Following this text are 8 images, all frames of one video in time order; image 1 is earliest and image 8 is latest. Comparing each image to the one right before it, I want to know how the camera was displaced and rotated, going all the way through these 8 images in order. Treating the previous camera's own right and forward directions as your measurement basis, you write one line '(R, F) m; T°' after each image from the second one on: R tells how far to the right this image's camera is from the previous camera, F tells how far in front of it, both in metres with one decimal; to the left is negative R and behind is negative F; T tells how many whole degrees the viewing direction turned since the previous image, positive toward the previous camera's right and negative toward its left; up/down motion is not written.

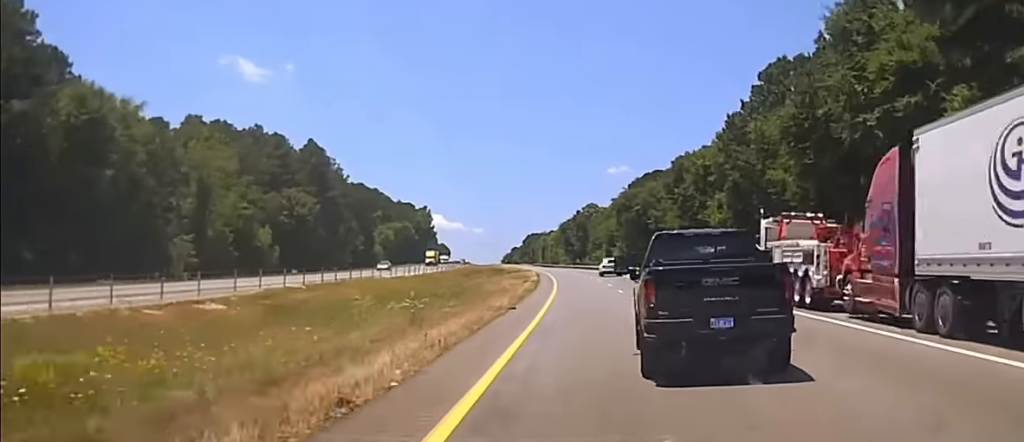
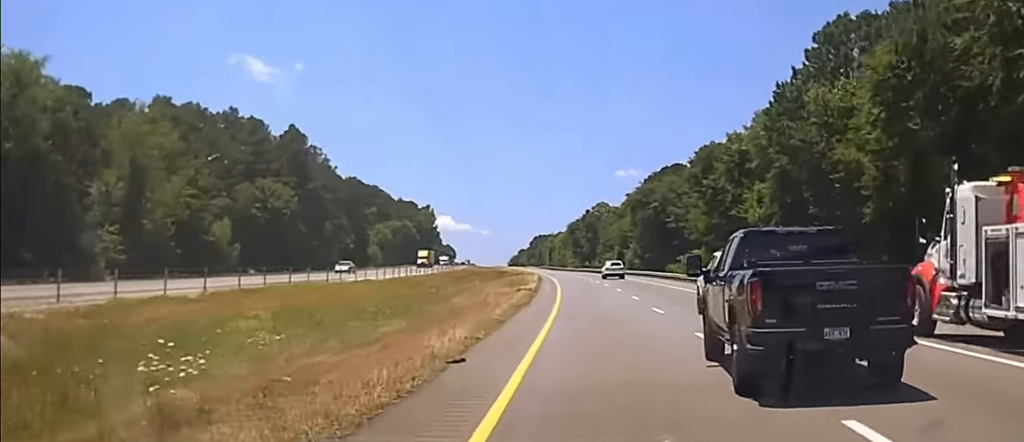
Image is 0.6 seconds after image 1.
(-0.1, +20.6) m; -1°
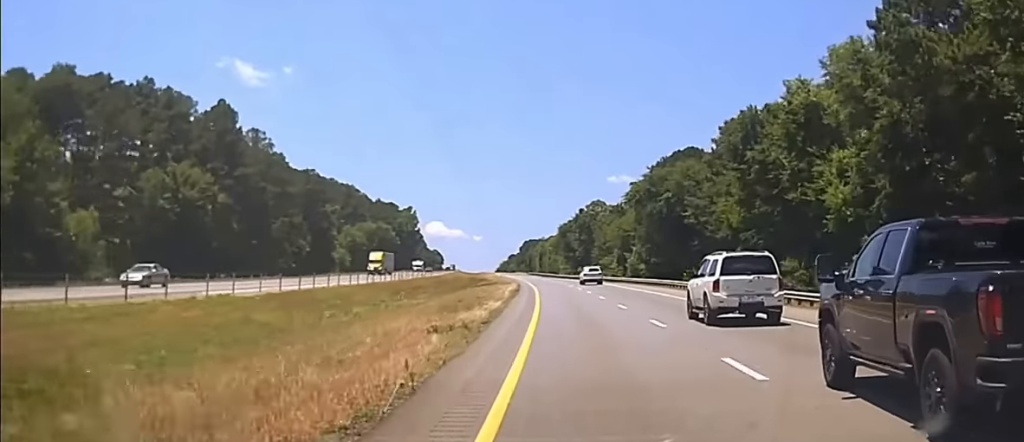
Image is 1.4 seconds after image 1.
(-0.7, +29.2) m; -2°
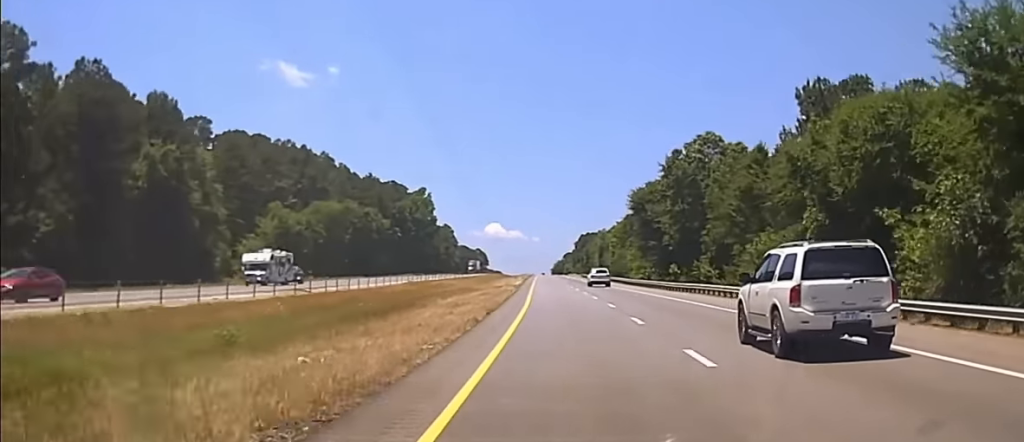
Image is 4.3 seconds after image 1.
(-3.8, +104.3) m; -3°
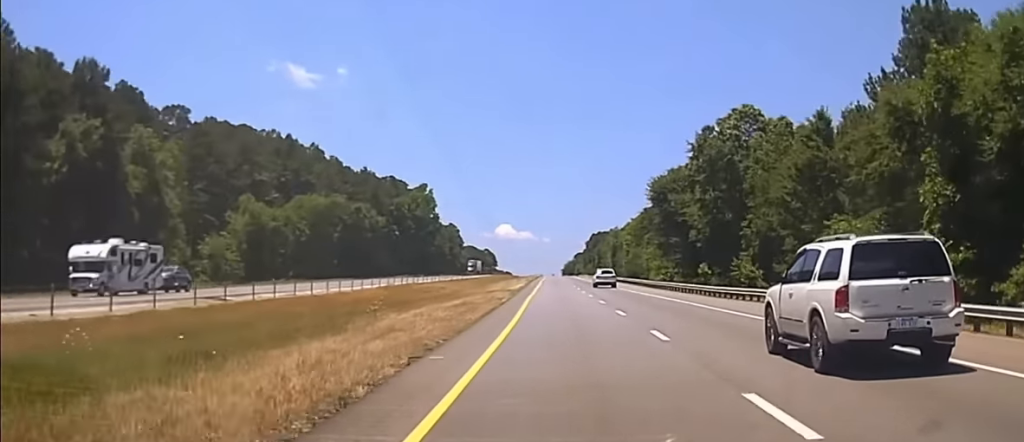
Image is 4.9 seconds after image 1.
(0.0, +20.5) m; 0°
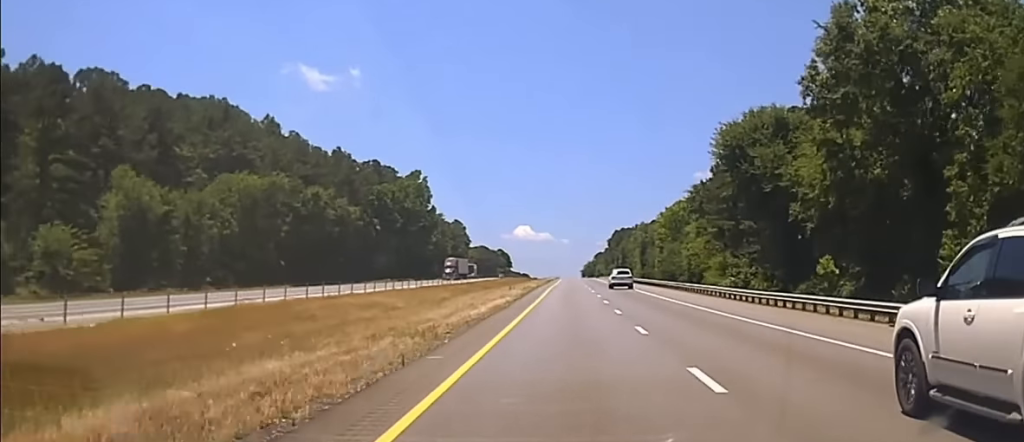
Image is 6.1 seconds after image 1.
(0.0, +45.6) m; 0°
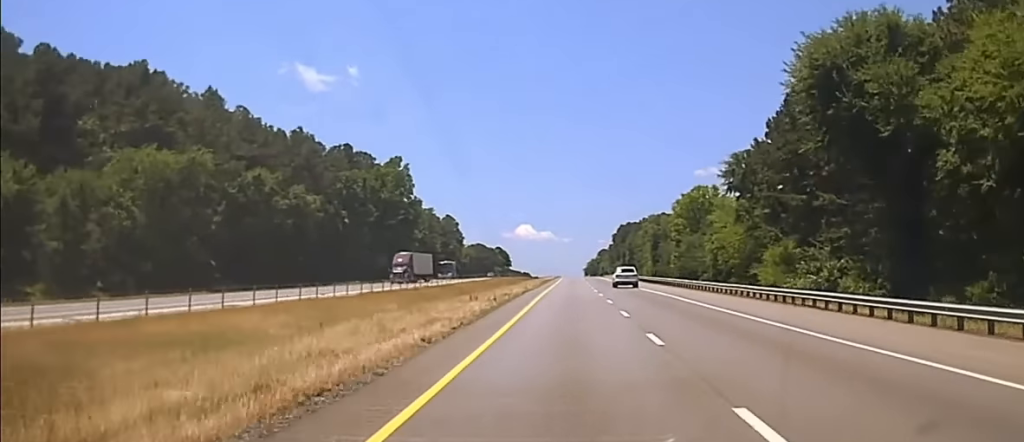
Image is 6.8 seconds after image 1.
(0.0, +26.1) m; 0°
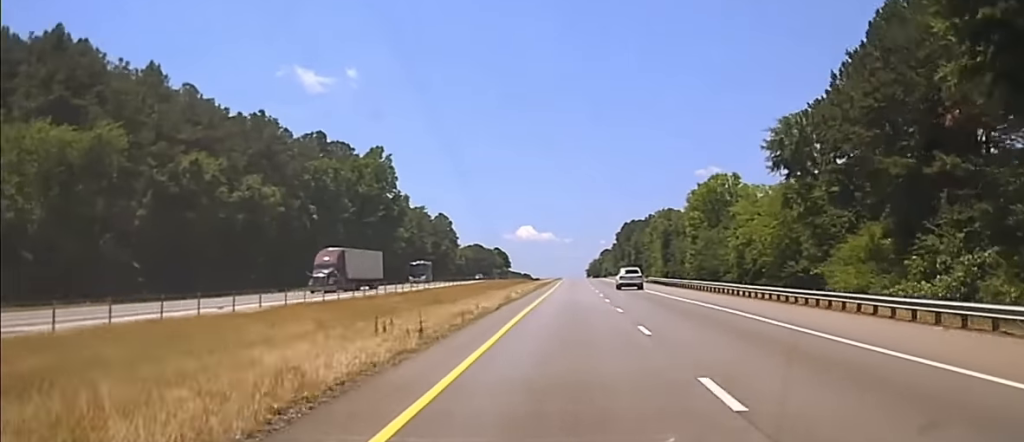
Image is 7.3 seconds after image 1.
(0.0, +22.6) m; 0°
